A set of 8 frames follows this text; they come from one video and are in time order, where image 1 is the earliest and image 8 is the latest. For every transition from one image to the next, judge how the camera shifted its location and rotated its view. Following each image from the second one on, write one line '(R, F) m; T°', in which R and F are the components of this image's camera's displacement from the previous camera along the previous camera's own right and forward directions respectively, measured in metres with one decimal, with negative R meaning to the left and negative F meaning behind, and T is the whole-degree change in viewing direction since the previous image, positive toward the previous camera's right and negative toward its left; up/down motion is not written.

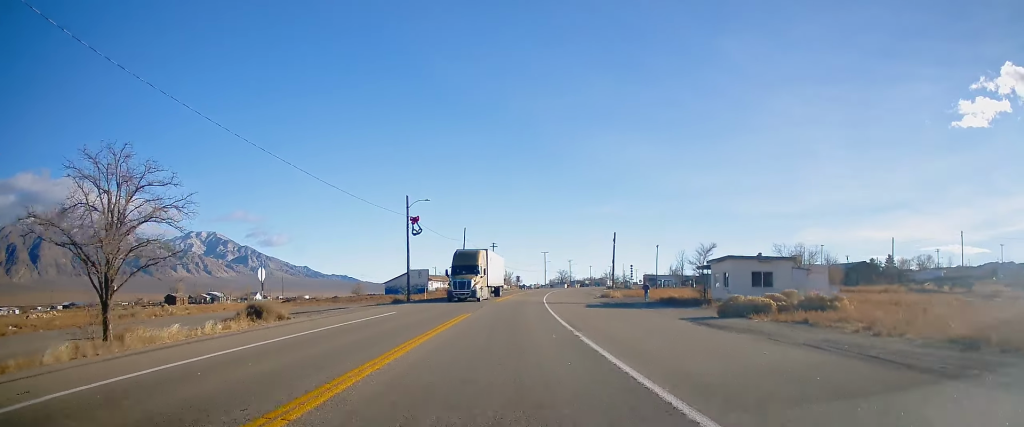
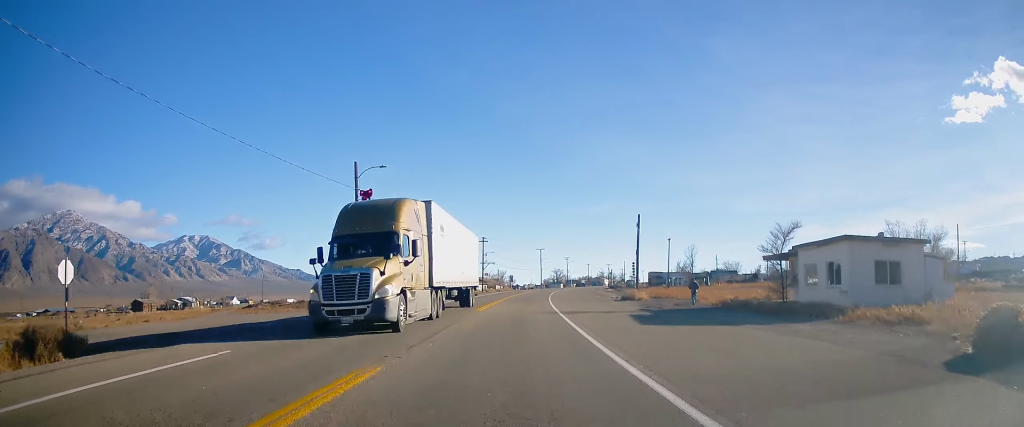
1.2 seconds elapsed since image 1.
(+0.2, +16.7) m; +1°
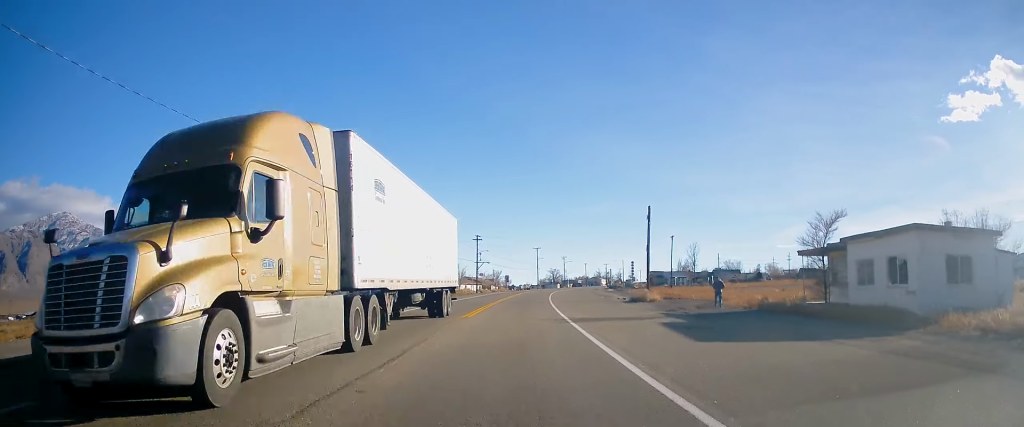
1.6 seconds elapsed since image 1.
(-0.1, +5.8) m; +1°
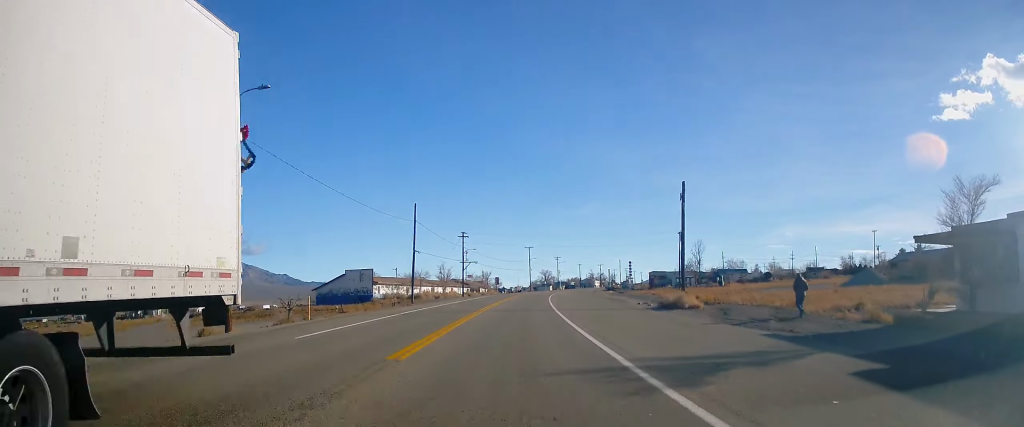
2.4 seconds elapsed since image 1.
(+0.2, +12.2) m; 0°
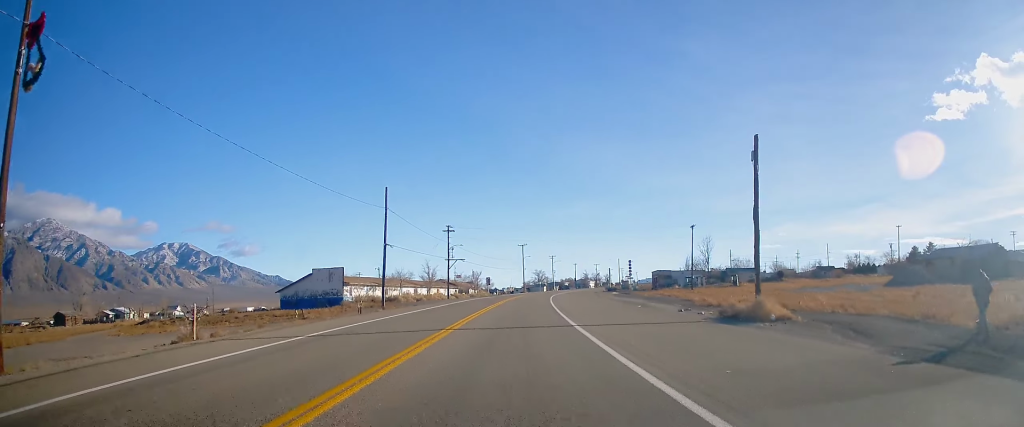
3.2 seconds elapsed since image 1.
(0.0, +12.2) m; +1°
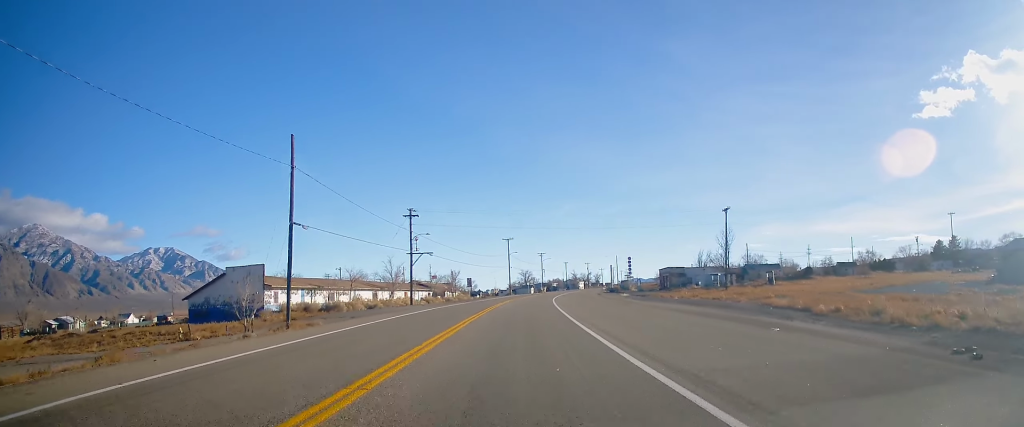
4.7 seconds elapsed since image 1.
(+0.5, +21.8) m; +2°
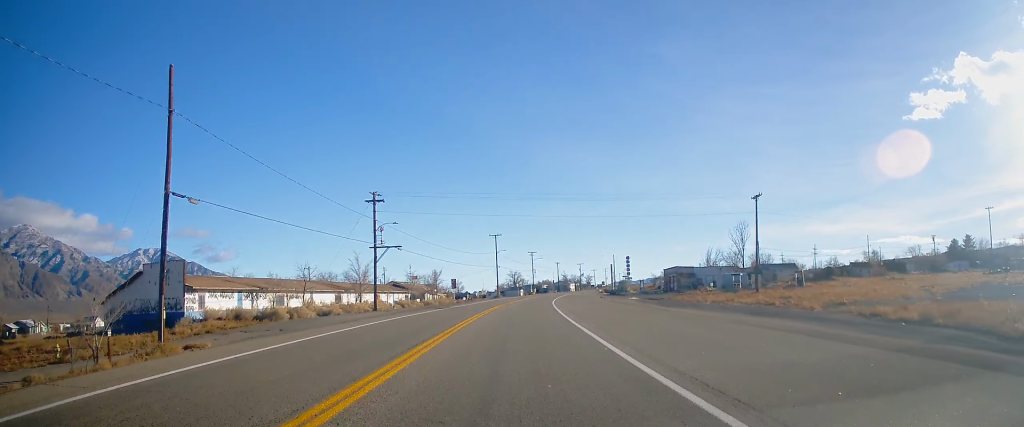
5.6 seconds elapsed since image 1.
(-0.3, +13.0) m; +1°
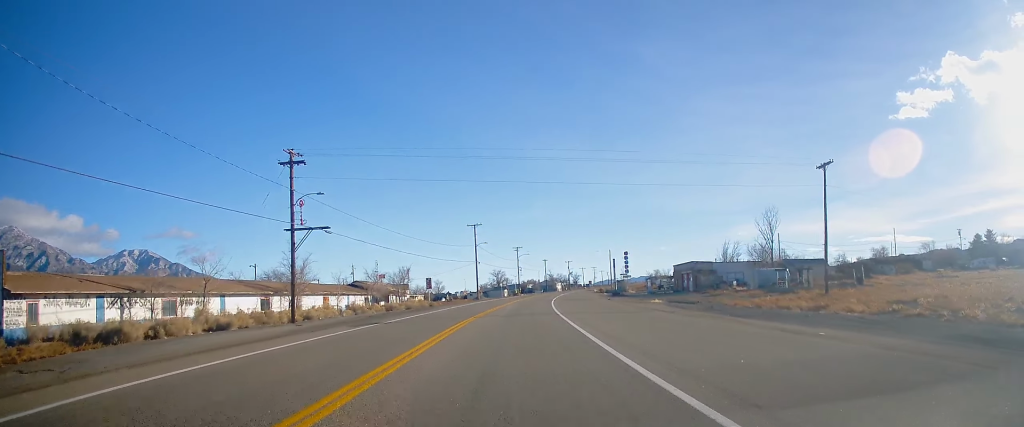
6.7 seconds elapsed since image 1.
(+0.7, +17.9) m; +3°
